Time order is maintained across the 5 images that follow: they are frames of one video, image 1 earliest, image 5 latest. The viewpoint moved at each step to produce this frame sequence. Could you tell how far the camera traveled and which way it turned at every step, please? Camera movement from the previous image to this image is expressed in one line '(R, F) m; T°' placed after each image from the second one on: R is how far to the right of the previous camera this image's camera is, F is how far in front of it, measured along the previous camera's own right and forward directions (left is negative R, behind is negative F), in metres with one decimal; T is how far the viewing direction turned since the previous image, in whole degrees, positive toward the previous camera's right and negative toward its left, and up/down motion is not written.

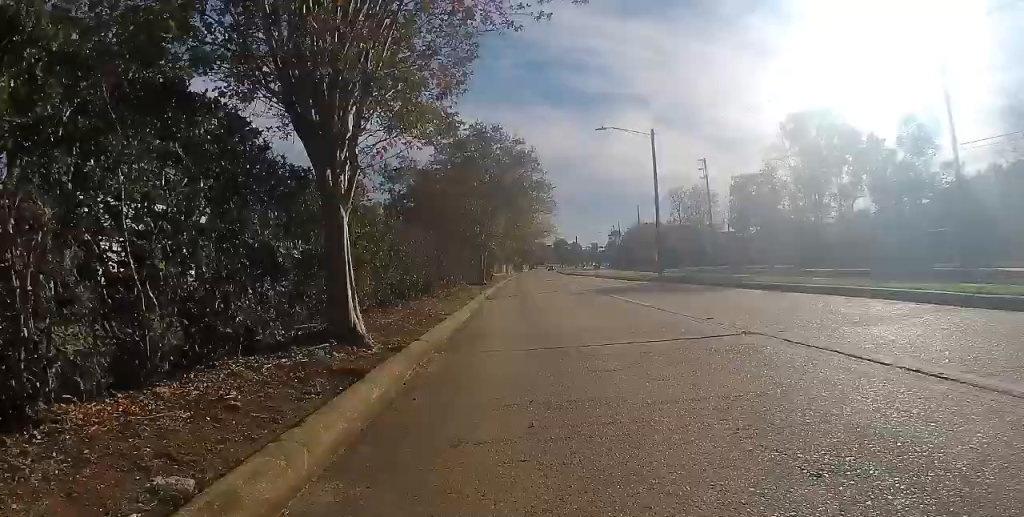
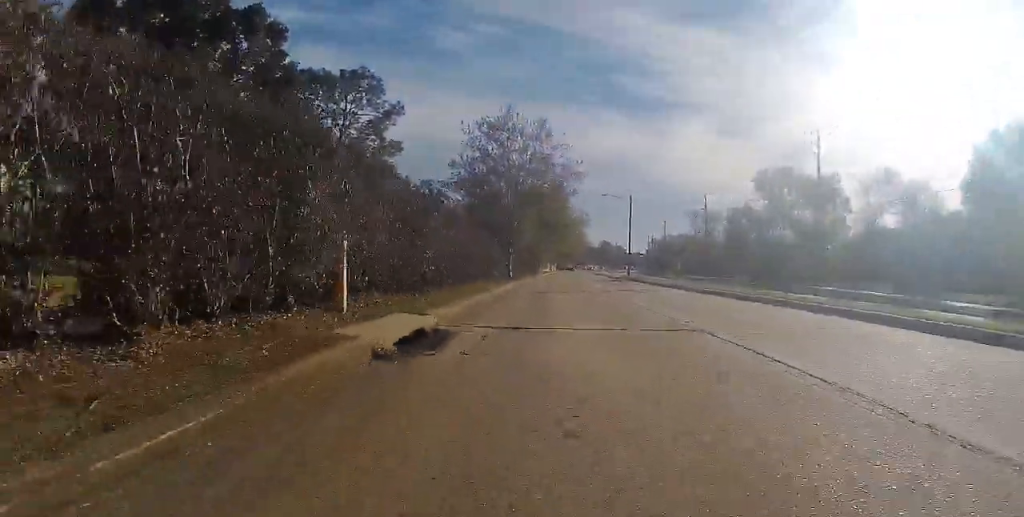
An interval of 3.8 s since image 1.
(-0.2, +28.0) m; 0°
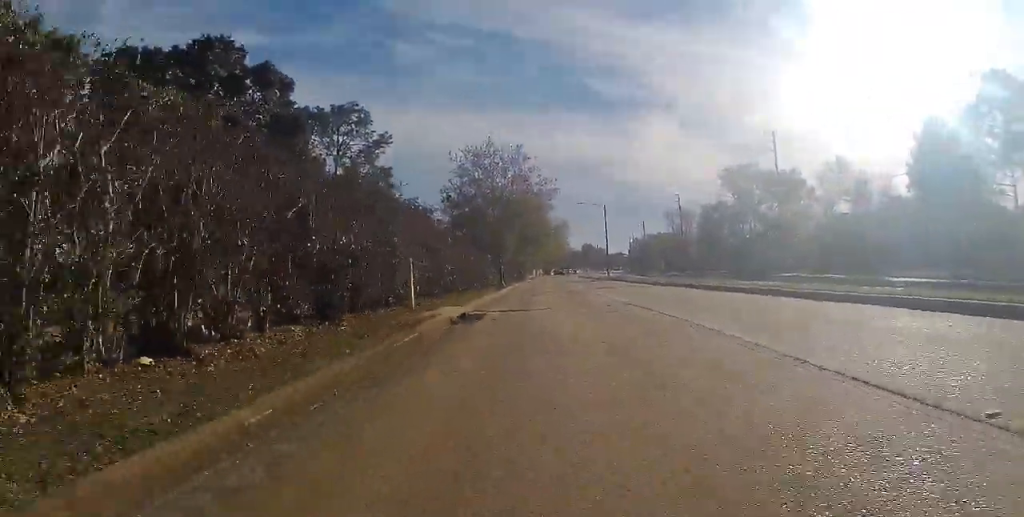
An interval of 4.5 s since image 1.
(0.0, +5.5) m; 0°
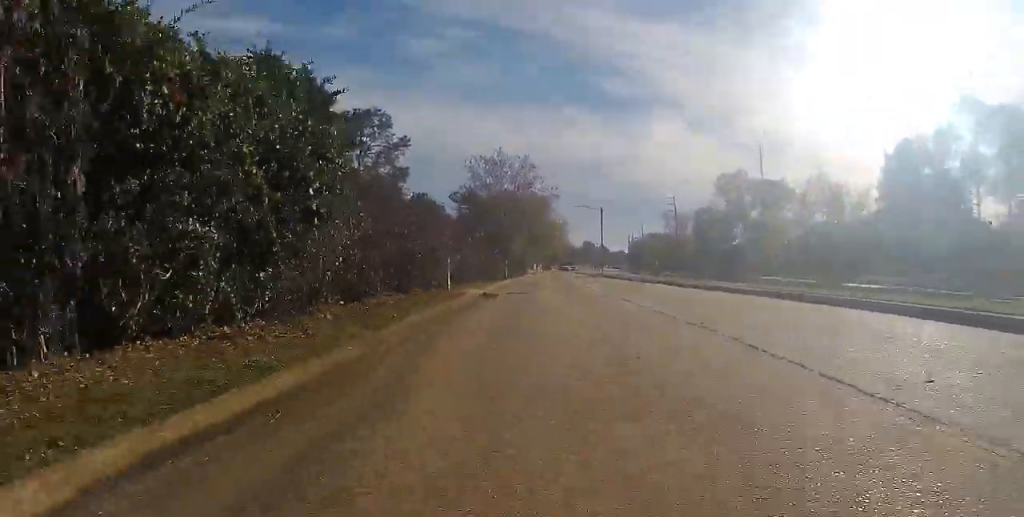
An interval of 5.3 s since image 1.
(0.0, +6.5) m; +1°
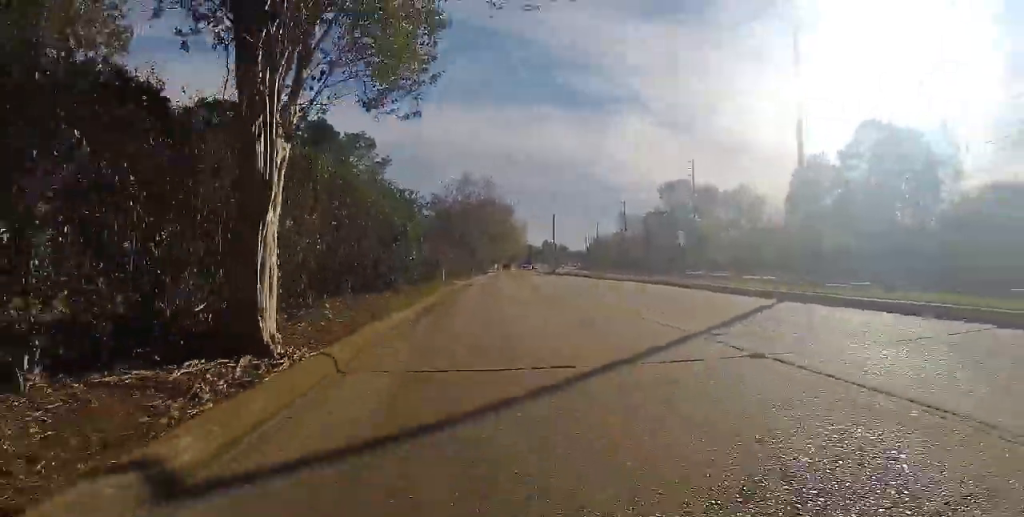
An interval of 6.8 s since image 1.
(+0.3, +11.4) m; +1°
